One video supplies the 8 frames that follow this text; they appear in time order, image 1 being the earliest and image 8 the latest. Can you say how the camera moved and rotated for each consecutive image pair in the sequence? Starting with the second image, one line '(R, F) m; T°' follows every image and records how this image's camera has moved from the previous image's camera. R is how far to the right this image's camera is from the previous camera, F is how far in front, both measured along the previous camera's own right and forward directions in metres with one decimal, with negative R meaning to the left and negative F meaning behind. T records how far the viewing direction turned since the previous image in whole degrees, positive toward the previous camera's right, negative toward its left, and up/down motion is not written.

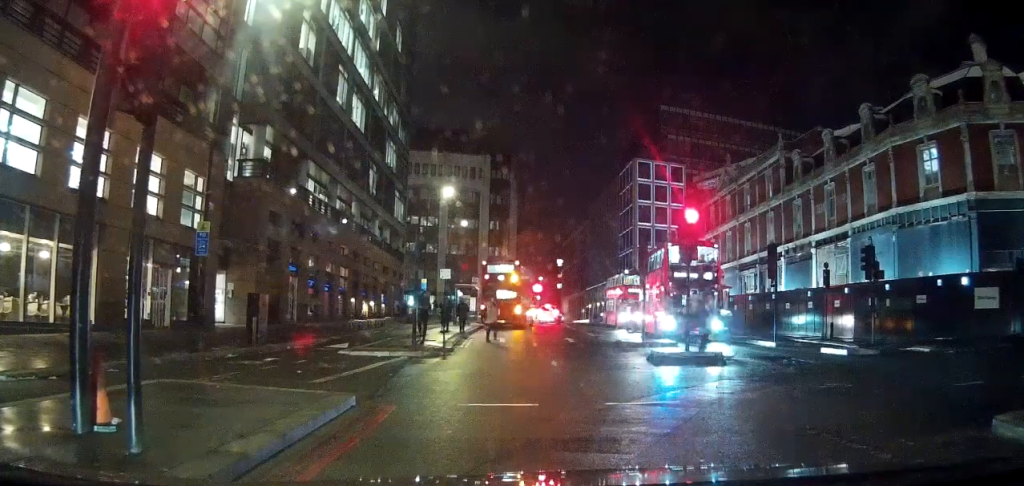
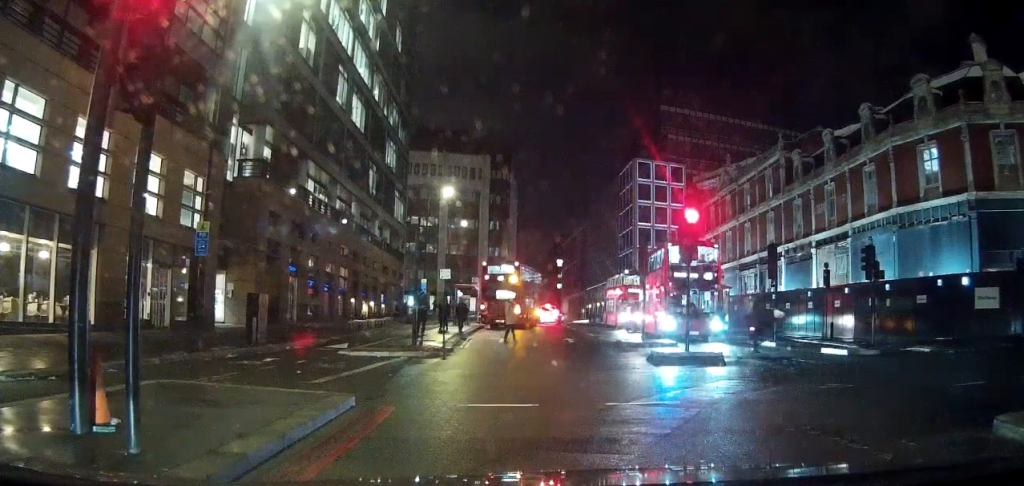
(+0.1, +0.7) m; 0°
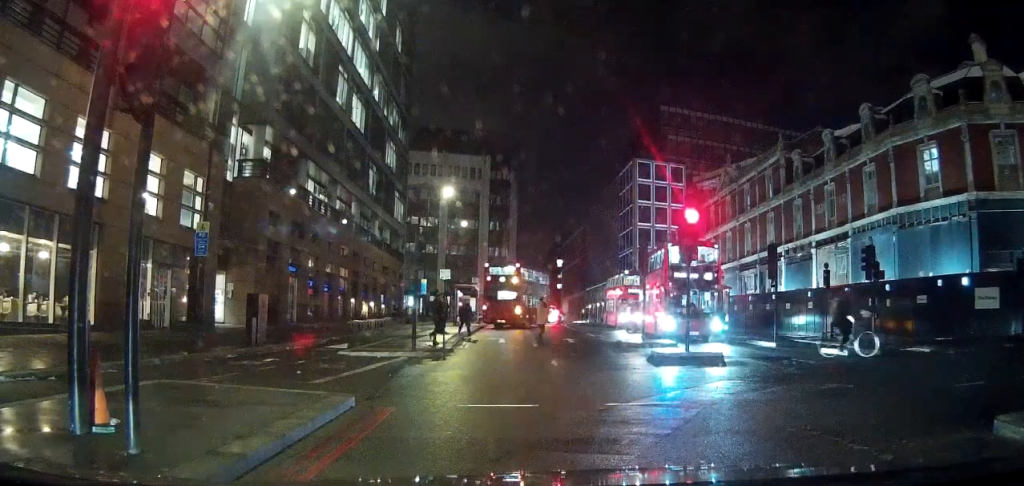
(+0.3, +0.6) m; 0°
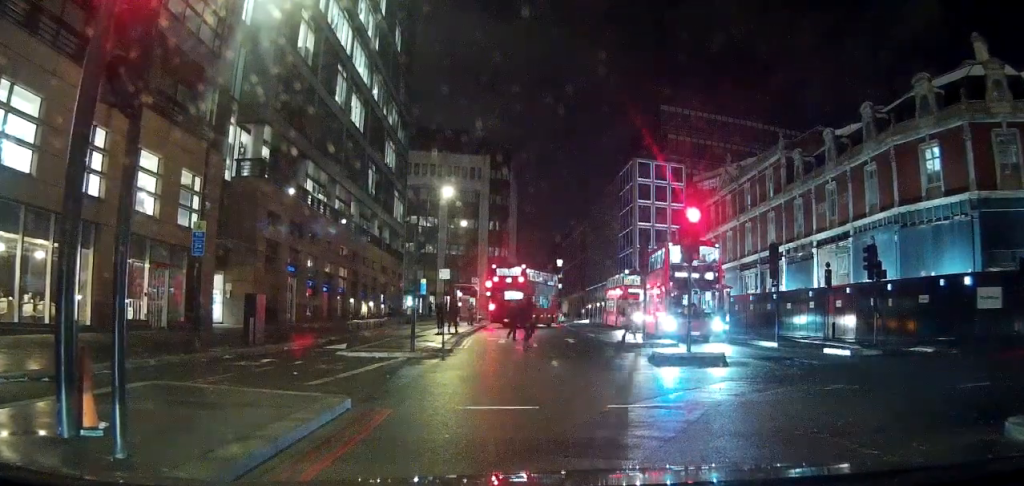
(-0.2, +0.8) m; 0°
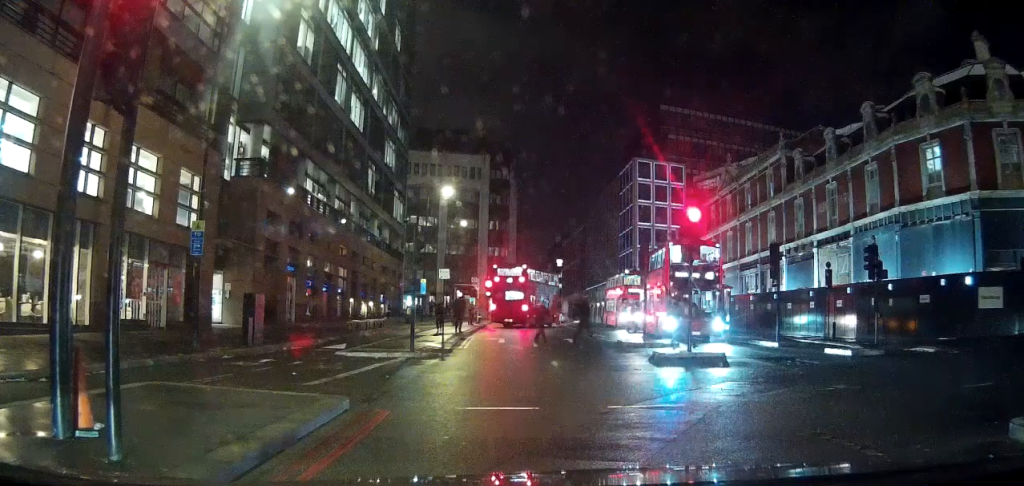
(0.0, 0.0) m; 0°
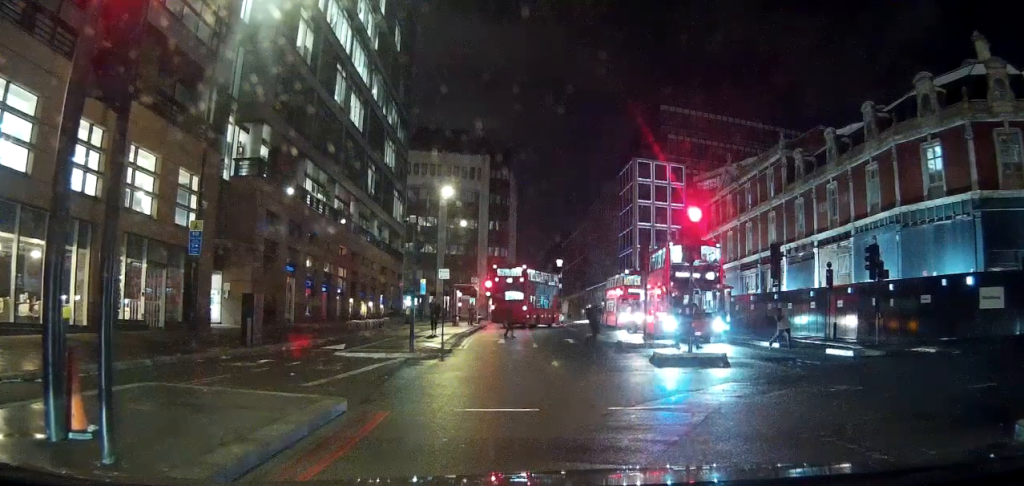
(0.0, 0.0) m; 0°
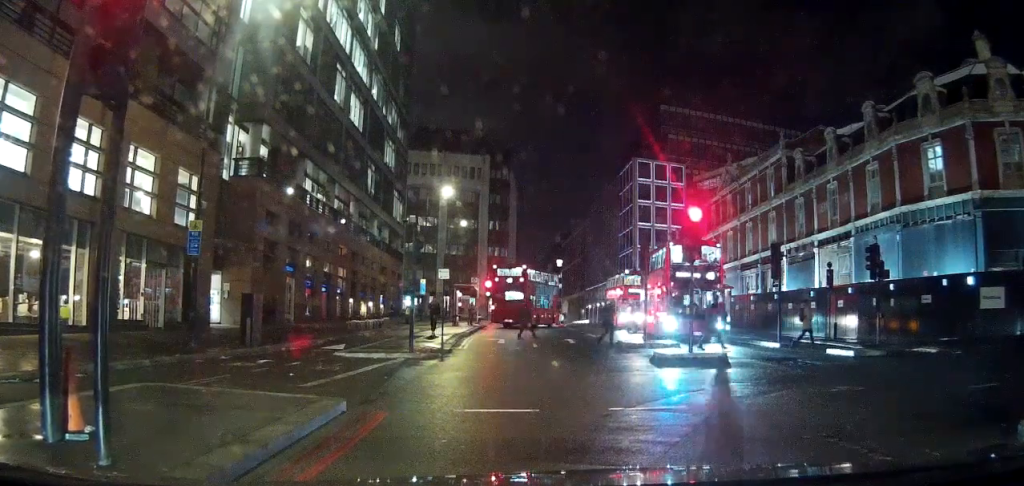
(0.0, 0.0) m; 0°
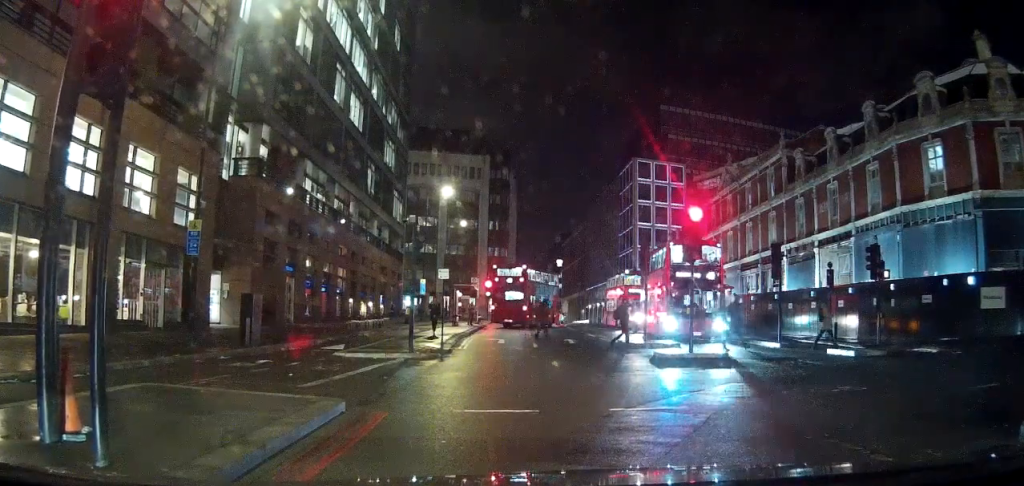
(0.0, 0.0) m; 0°
